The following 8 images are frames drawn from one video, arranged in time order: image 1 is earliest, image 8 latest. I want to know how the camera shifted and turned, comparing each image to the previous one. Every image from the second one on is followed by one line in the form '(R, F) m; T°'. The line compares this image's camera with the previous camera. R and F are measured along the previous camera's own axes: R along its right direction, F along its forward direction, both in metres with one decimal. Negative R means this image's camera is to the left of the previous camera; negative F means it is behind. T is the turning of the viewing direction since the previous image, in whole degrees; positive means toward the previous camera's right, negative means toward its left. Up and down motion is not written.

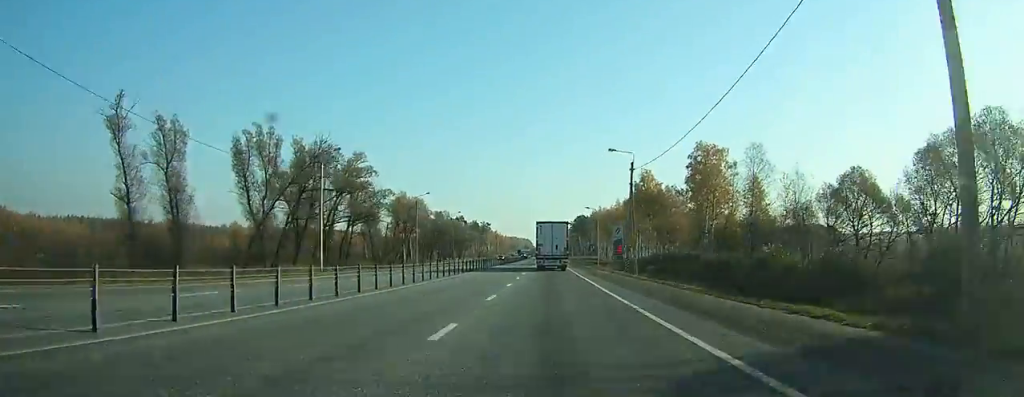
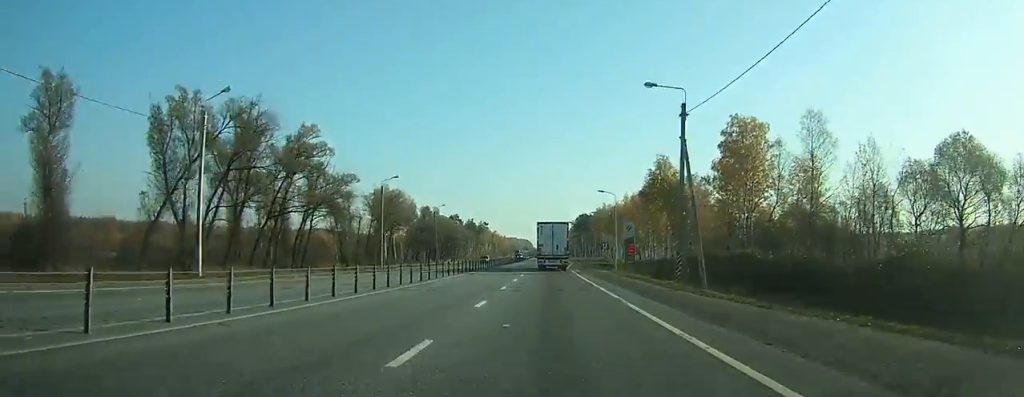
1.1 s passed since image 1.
(+0.1, +17.8) m; 0°
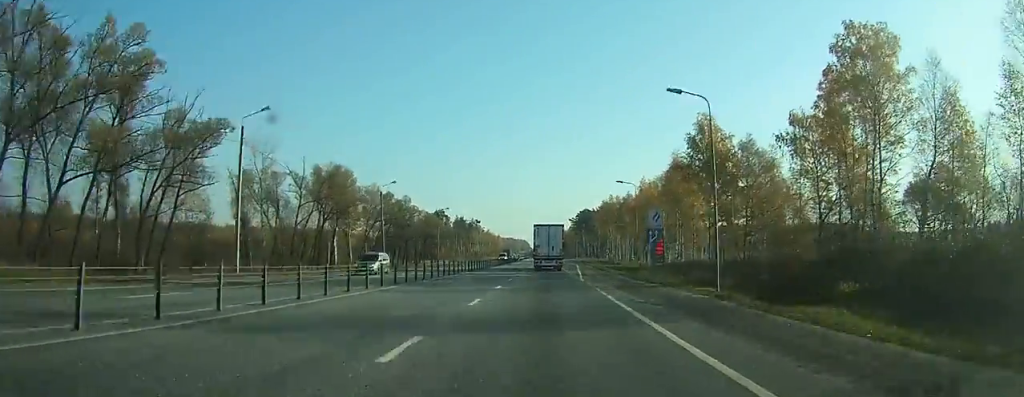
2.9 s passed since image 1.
(-0.2, +31.9) m; 0°
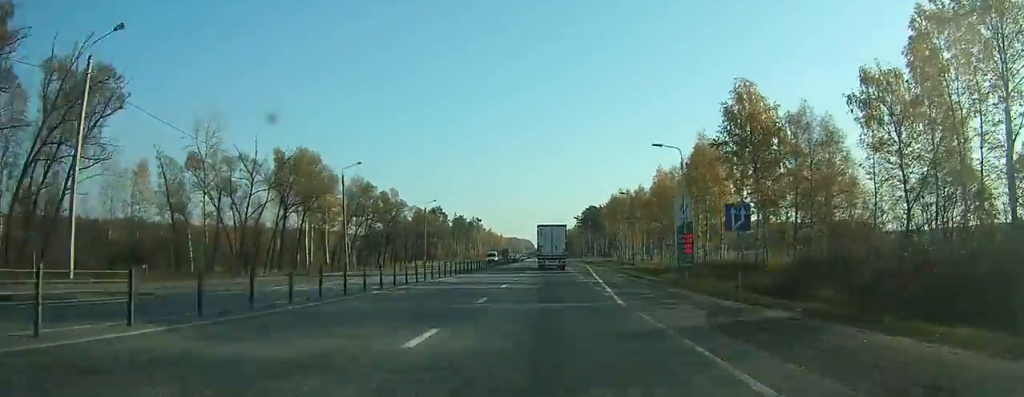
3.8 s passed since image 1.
(0.0, +14.5) m; 0°
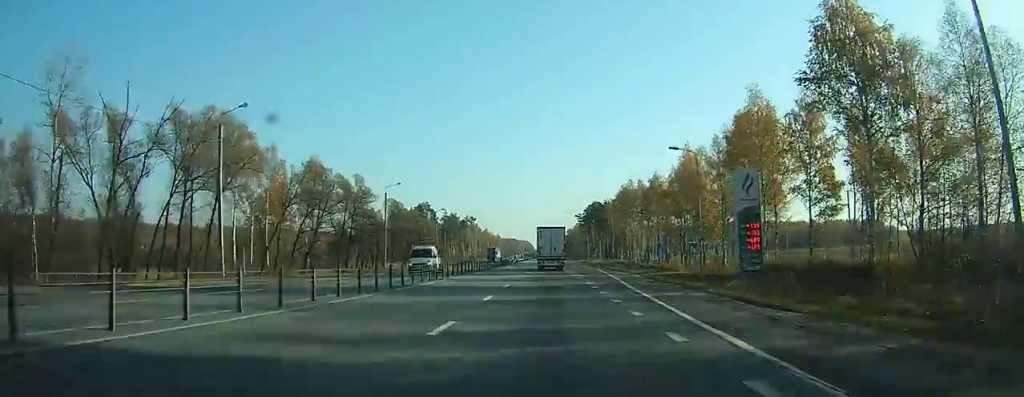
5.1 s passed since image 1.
(+0.1, +21.5) m; 0°
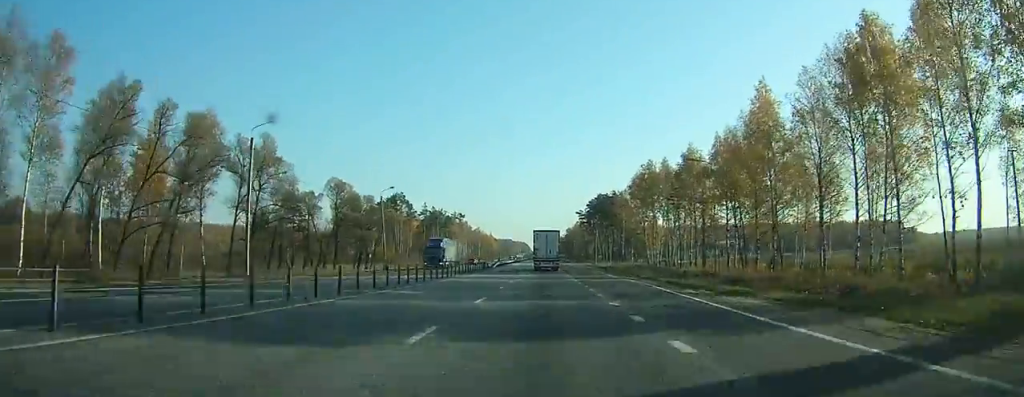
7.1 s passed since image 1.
(0.0, +31.5) m; 0°
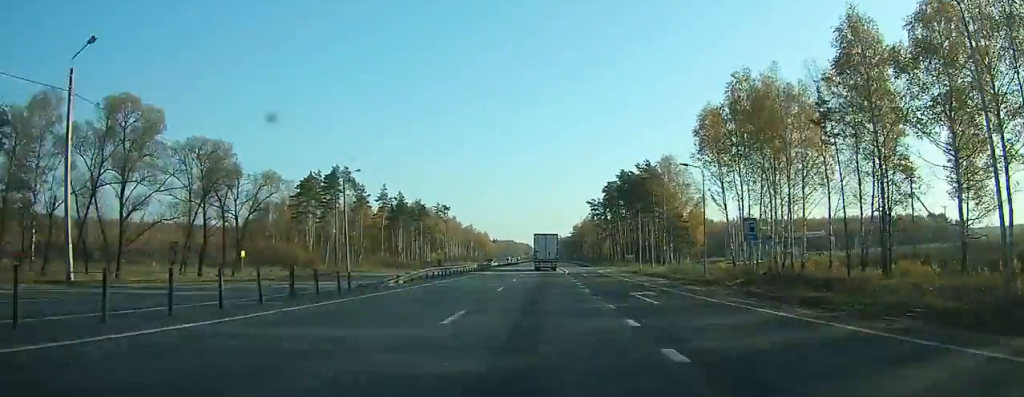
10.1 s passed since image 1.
(-0.3, +52.2) m; 0°
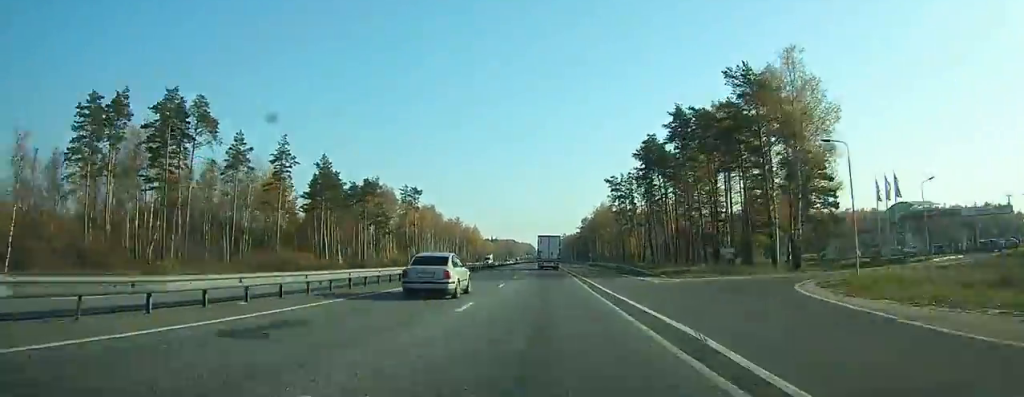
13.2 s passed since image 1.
(+0.1, +59.6) m; 0°
